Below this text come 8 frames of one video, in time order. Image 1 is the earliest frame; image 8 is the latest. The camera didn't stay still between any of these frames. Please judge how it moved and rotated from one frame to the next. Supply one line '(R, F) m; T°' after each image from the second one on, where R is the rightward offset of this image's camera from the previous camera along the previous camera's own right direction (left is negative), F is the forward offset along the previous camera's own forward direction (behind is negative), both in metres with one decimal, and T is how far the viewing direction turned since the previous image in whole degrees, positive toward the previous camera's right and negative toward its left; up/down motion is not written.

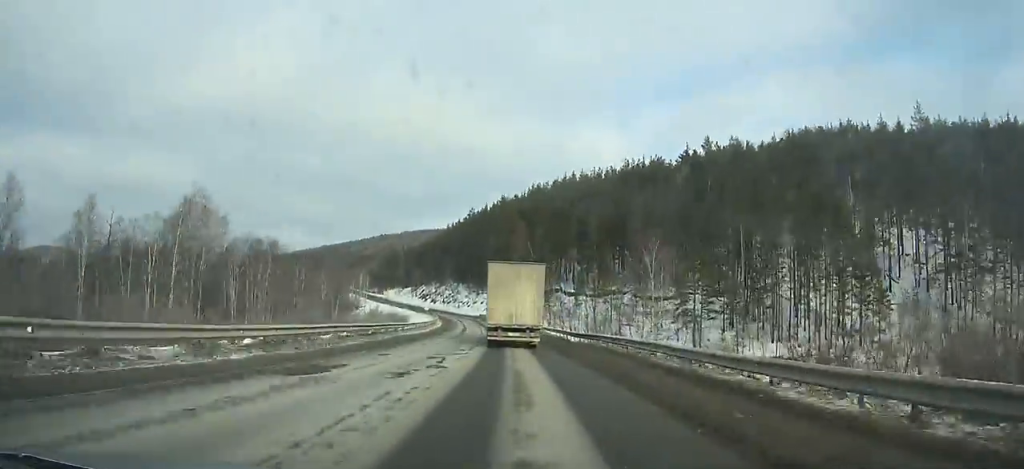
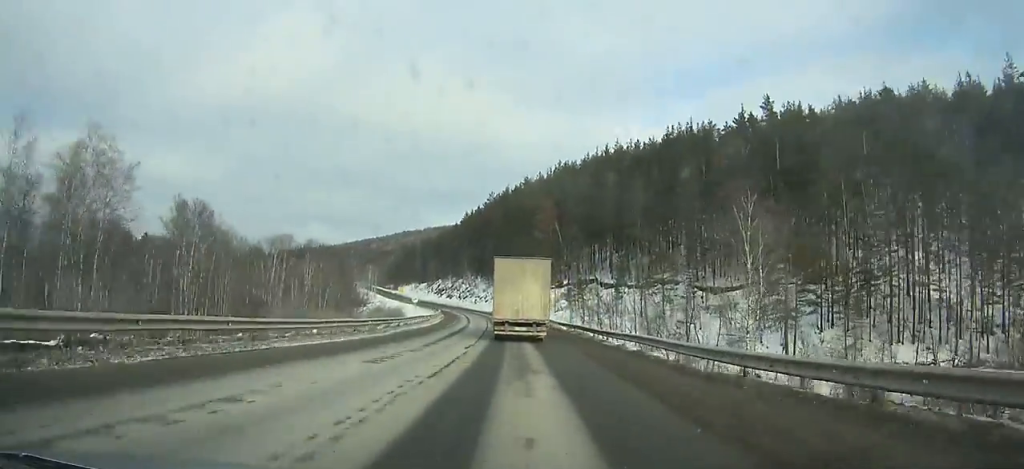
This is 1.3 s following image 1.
(-0.1, +25.3) m; -3°
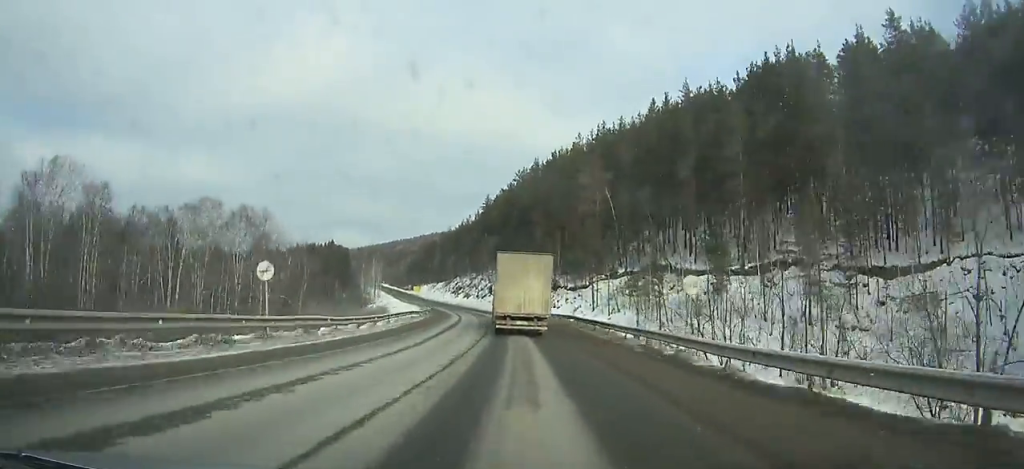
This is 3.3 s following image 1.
(-1.6, +41.0) m; -4°
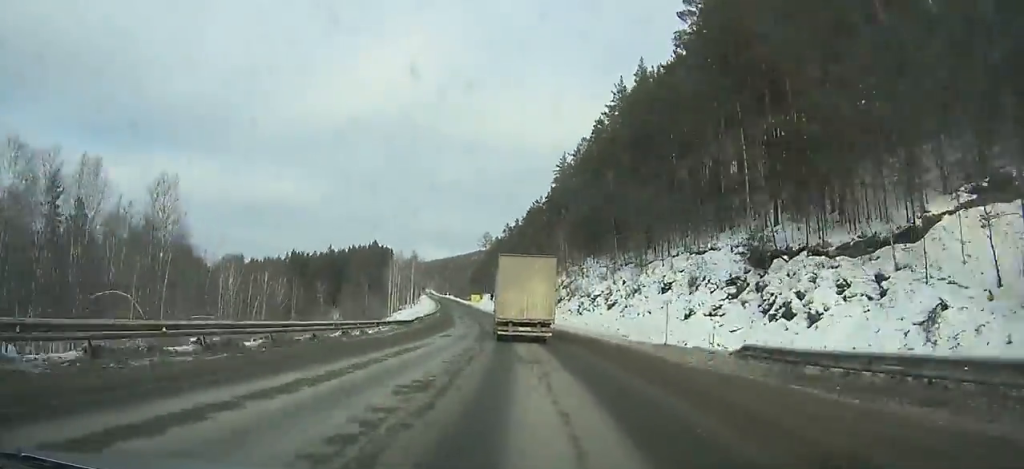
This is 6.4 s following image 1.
(-3.5, +65.7) m; -7°
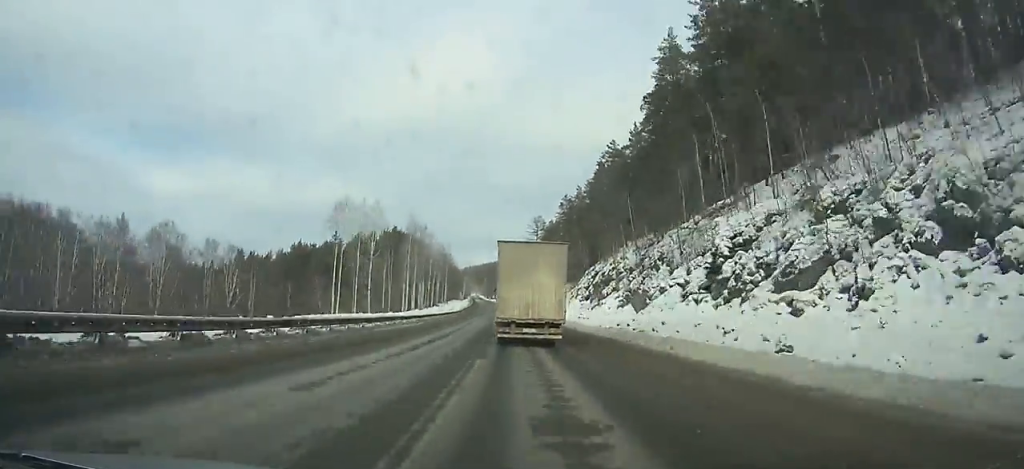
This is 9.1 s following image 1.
(-3.3, +59.1) m; -5°
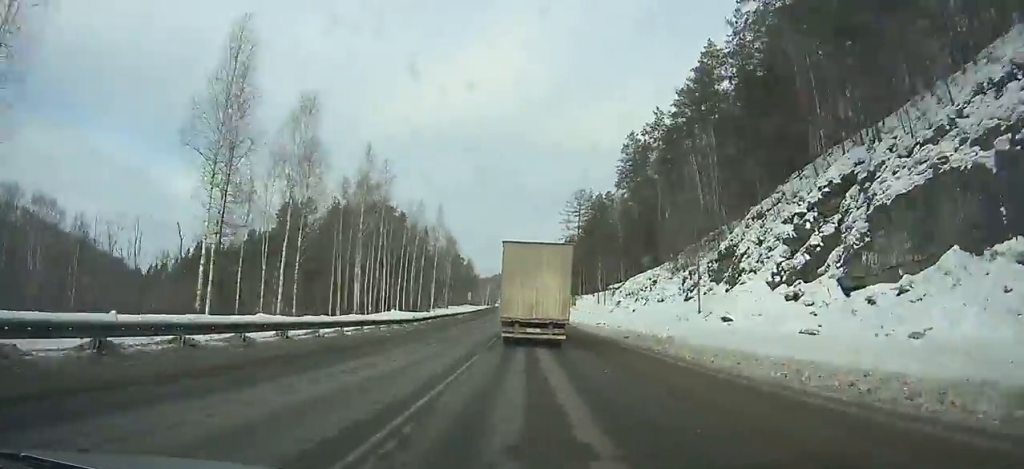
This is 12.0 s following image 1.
(-2.1, +64.1) m; -3°
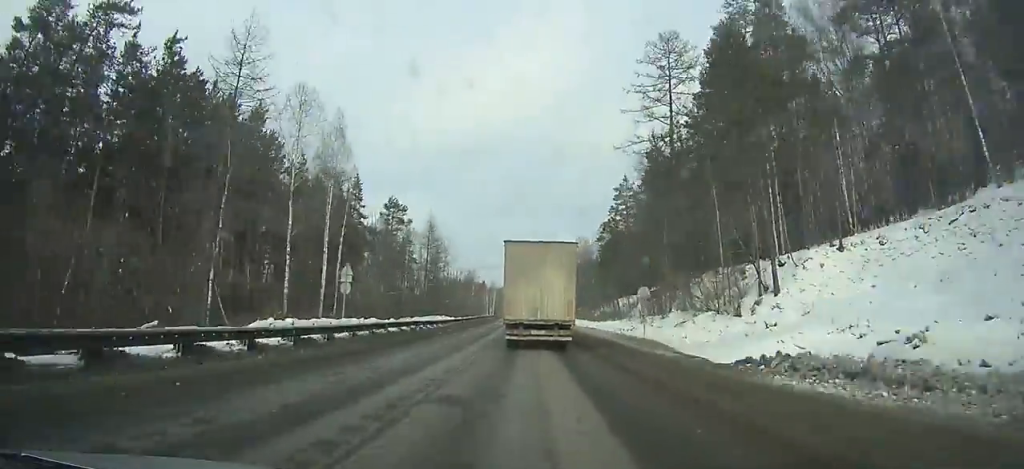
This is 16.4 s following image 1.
(-1.5, +96.2) m; -2°
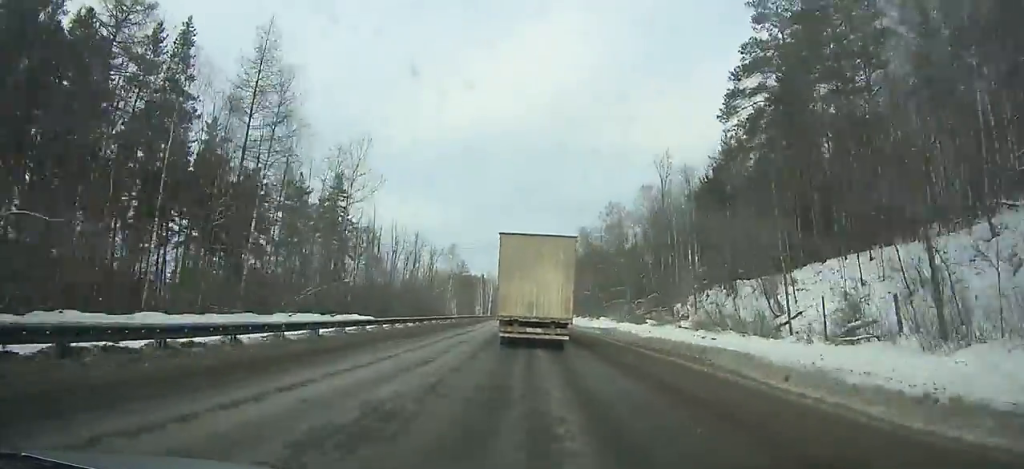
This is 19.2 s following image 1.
(-0.6, +59.6) m; -1°
